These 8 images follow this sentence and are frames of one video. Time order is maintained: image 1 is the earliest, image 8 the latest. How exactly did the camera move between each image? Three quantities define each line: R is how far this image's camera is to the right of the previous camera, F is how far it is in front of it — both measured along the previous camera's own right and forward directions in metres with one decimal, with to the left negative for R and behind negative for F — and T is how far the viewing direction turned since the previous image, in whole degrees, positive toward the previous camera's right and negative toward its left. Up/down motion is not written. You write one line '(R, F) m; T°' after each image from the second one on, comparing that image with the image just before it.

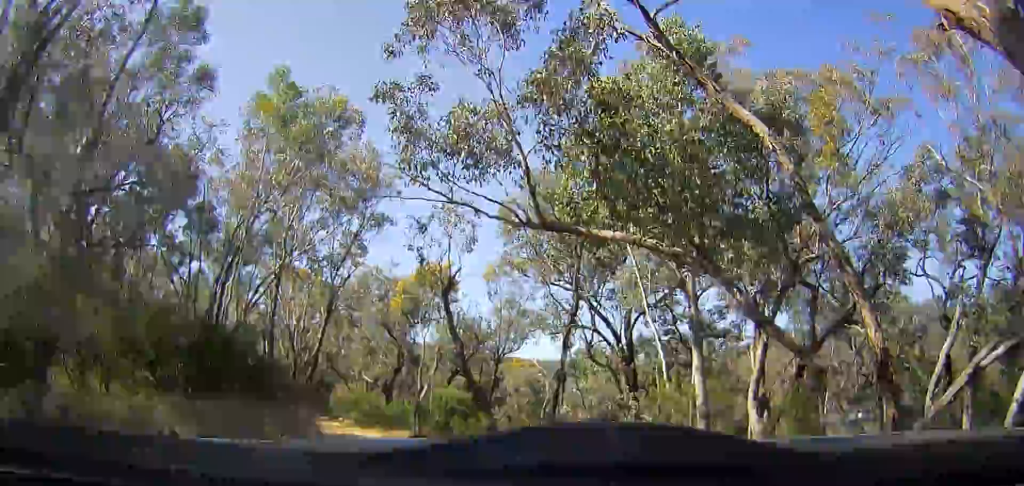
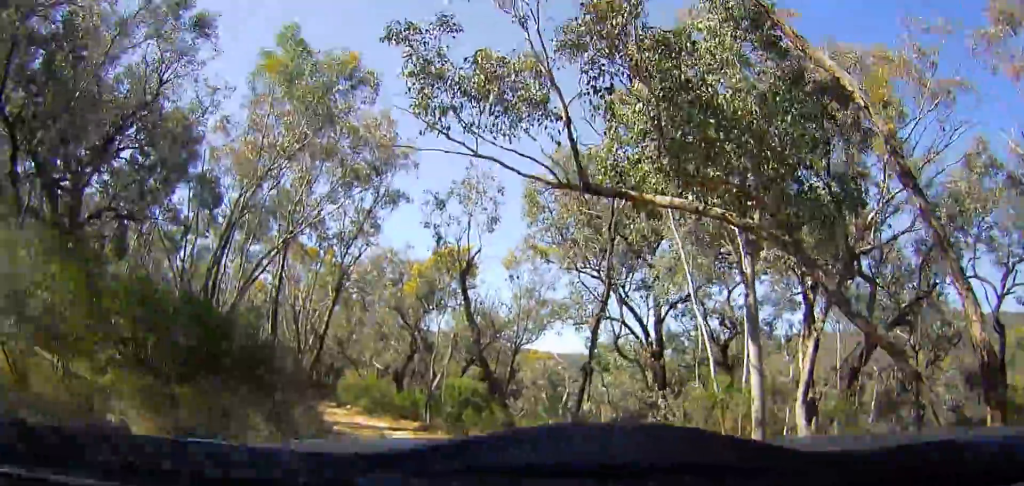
(0.0, +1.6) m; -2°
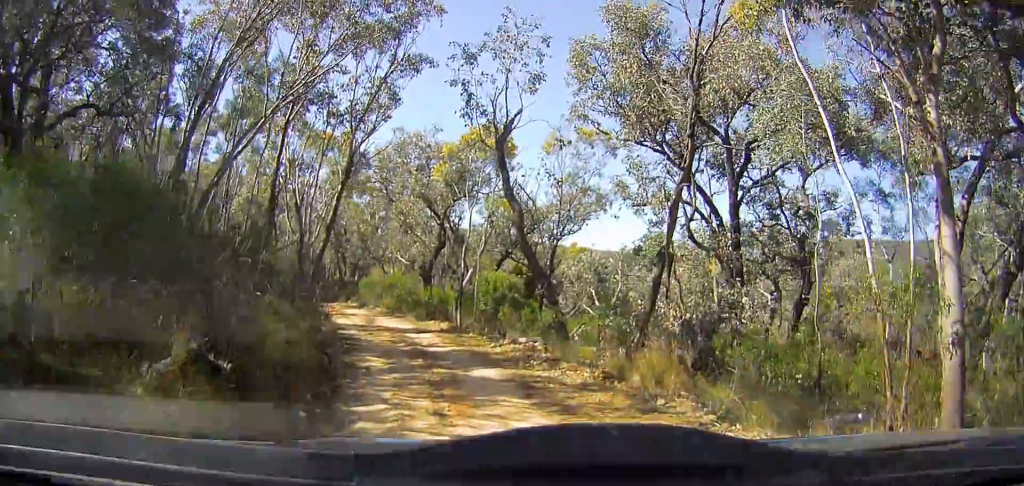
(-0.3, +3.6) m; -7°
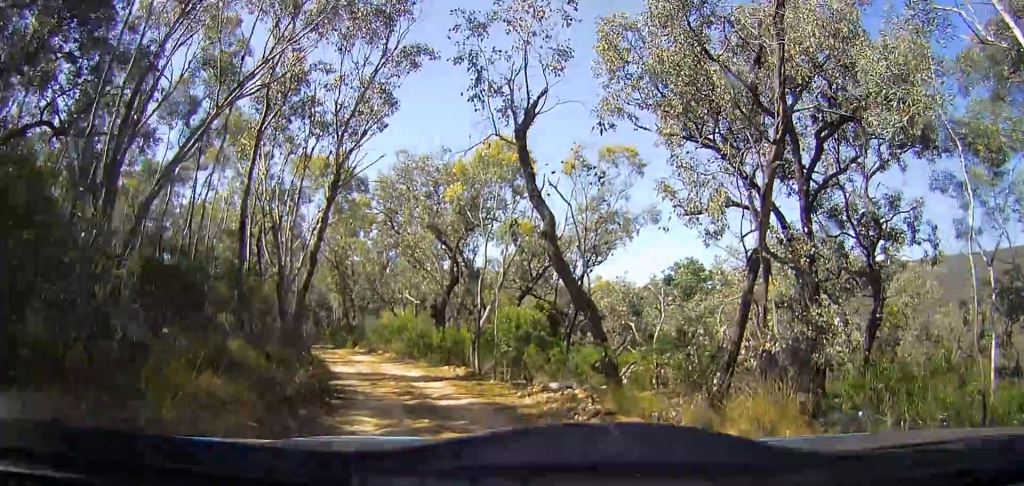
(-0.1, +3.5) m; -6°
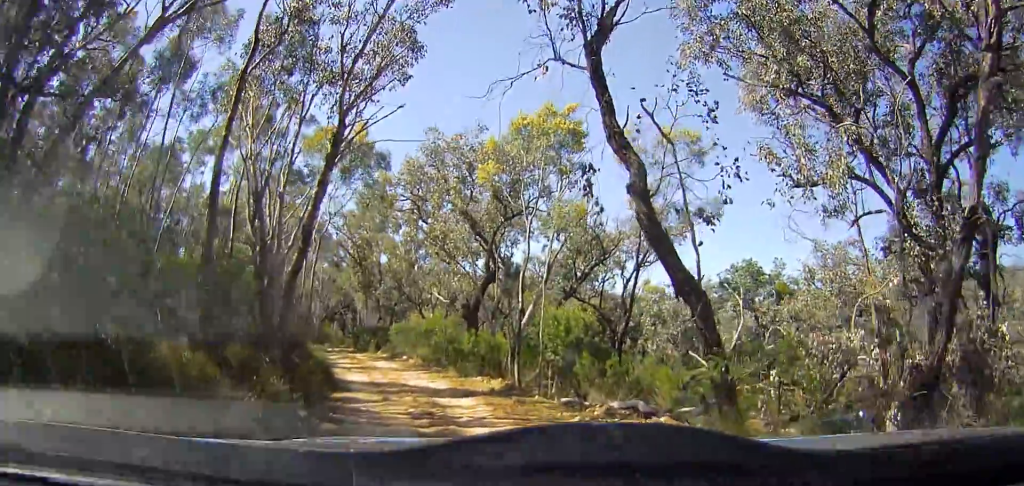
(-0.3, +4.1) m; -4°
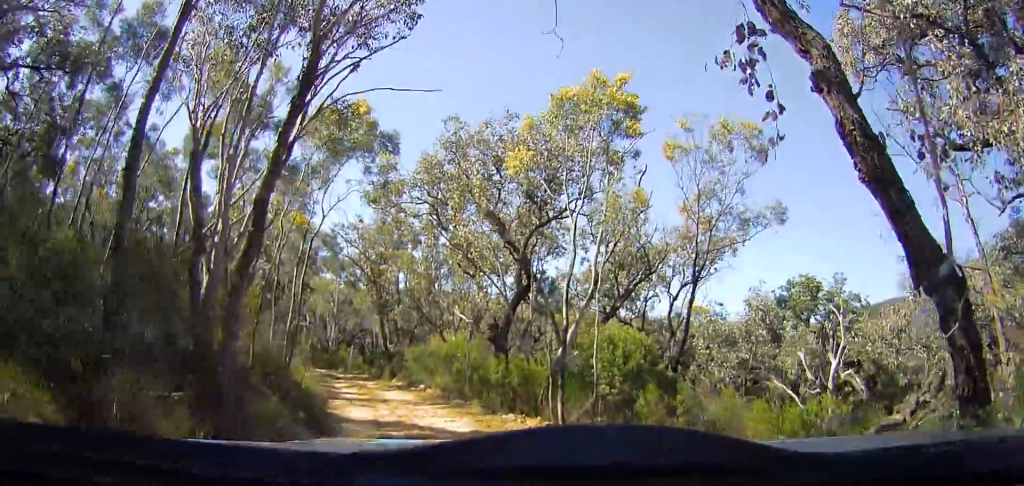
(0.0, +4.1) m; -3°
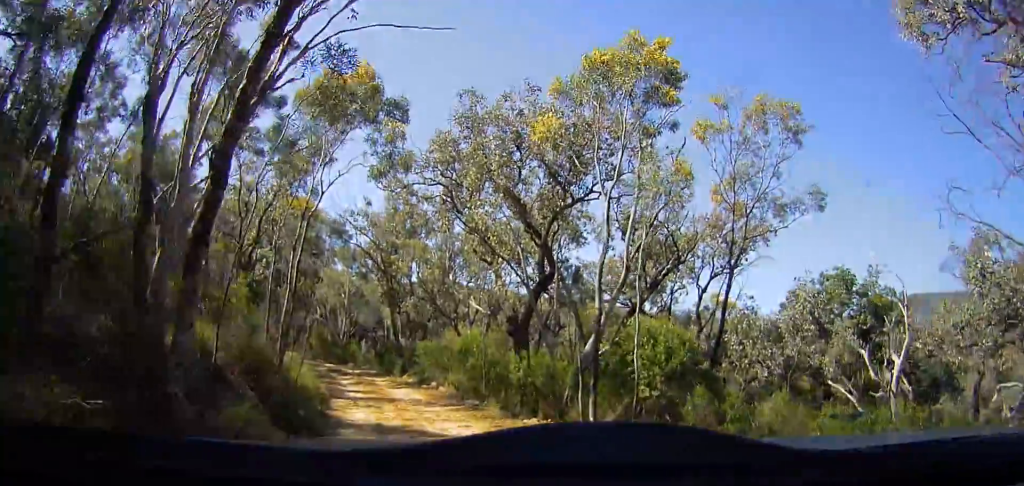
(0.0, +1.9) m; -1°
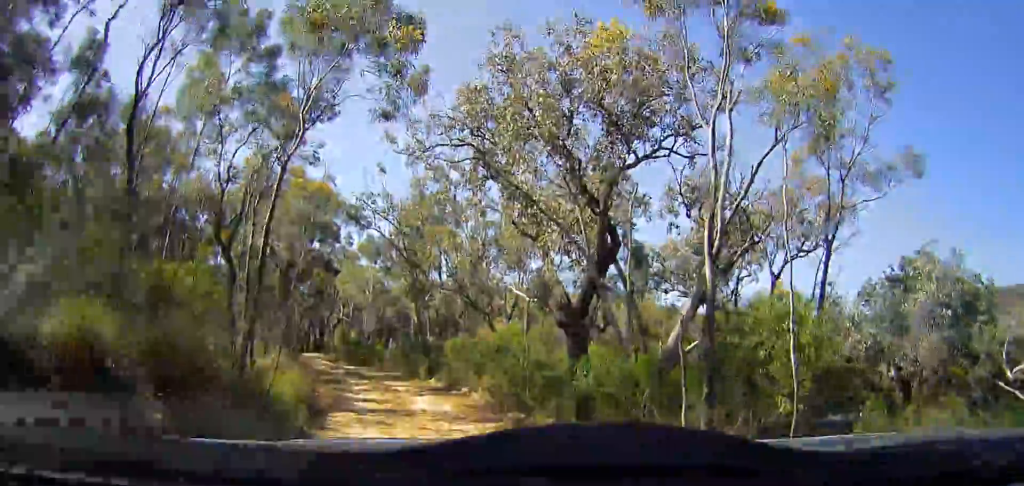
(-0.2, +4.5) m; -3°
